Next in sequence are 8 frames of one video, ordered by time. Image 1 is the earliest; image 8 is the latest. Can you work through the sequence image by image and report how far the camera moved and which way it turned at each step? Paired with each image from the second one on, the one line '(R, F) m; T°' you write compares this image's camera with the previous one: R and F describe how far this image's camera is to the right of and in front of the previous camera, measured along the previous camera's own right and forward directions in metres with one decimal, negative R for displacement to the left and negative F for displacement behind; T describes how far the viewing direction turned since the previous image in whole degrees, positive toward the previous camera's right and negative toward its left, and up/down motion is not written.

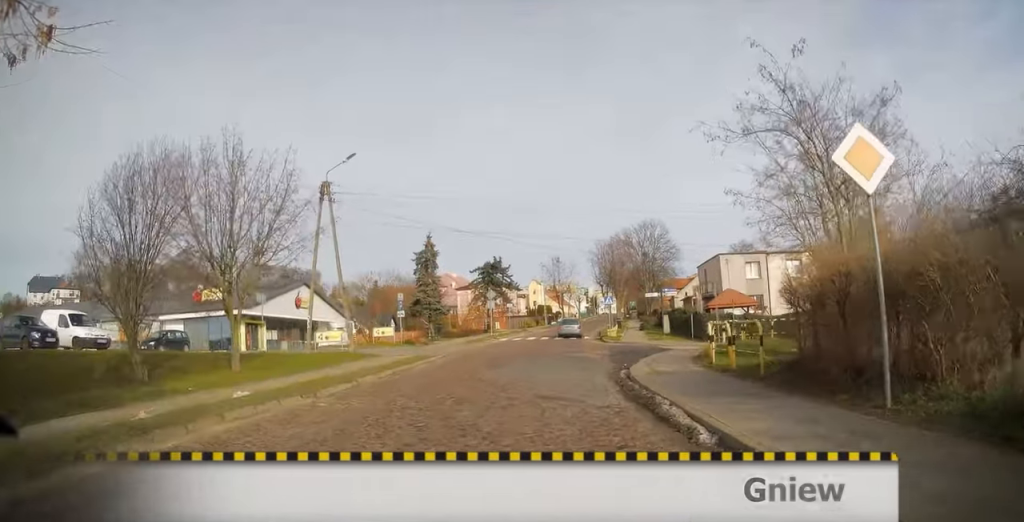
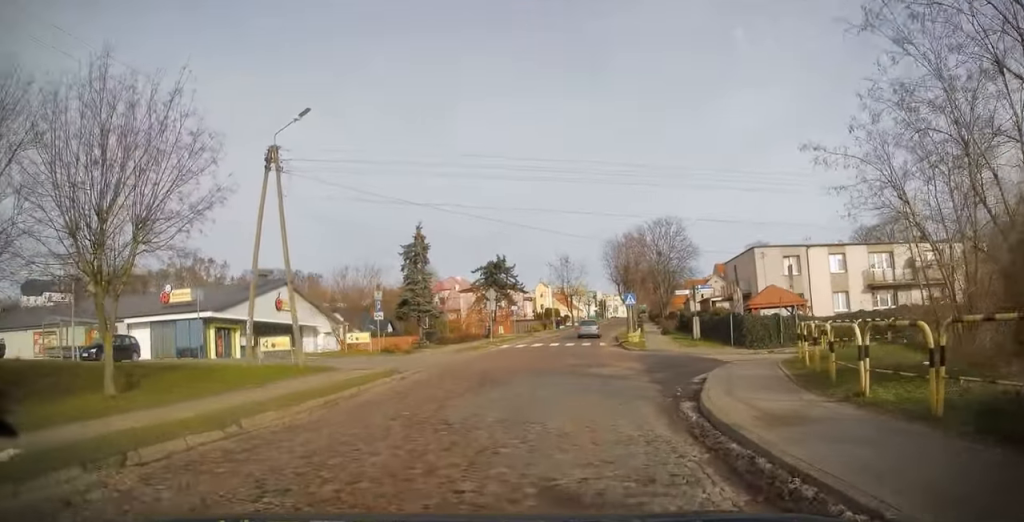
(0.0, +6.7) m; 0°
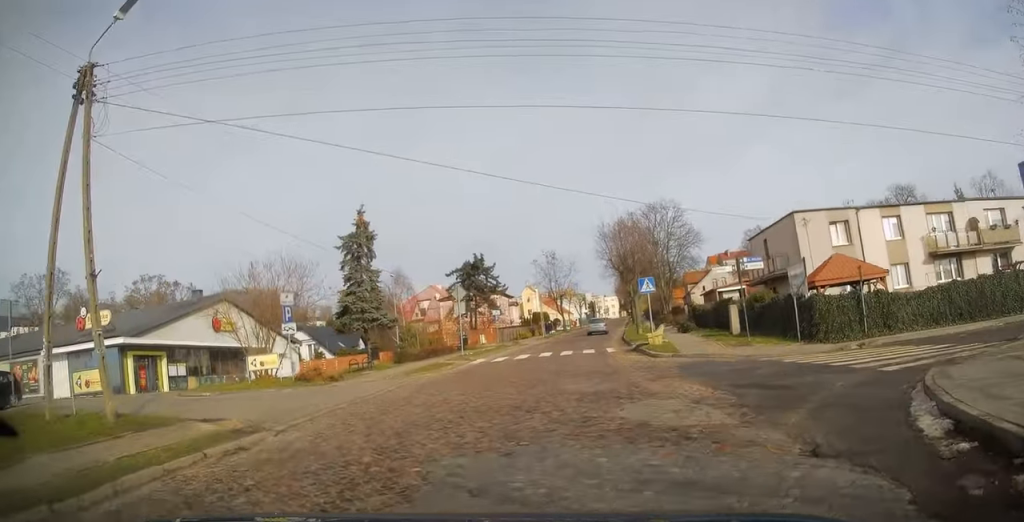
(0.0, +10.0) m; 0°
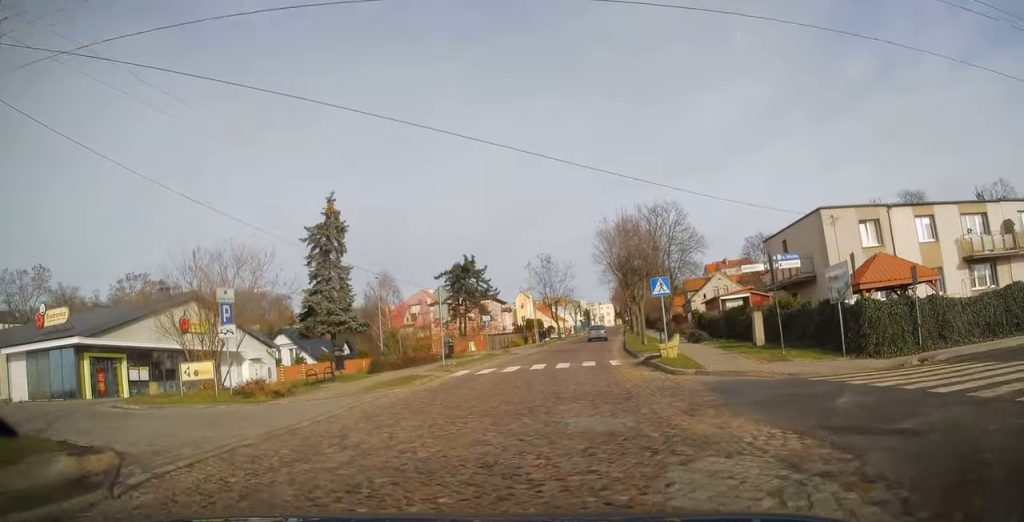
(0.0, +4.1) m; 0°
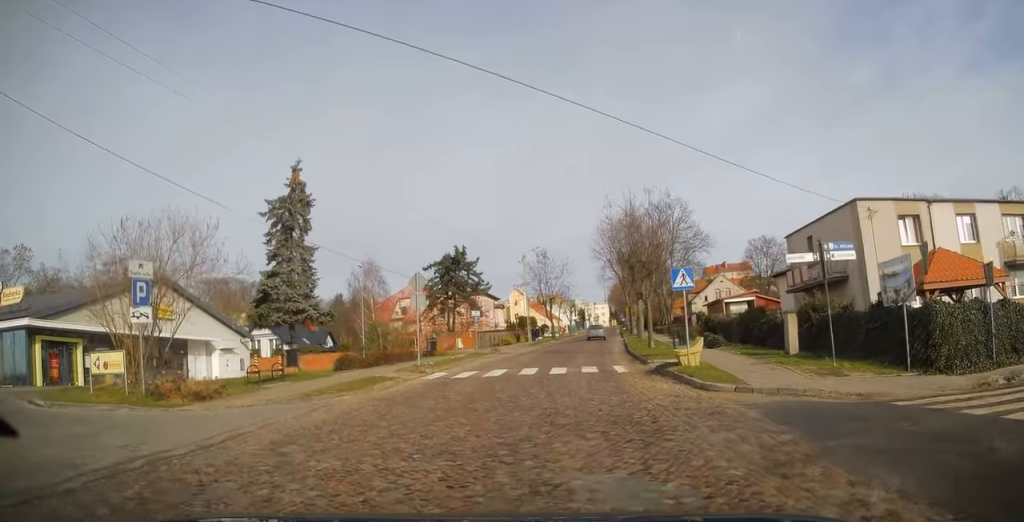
(0.0, +4.1) m; 0°
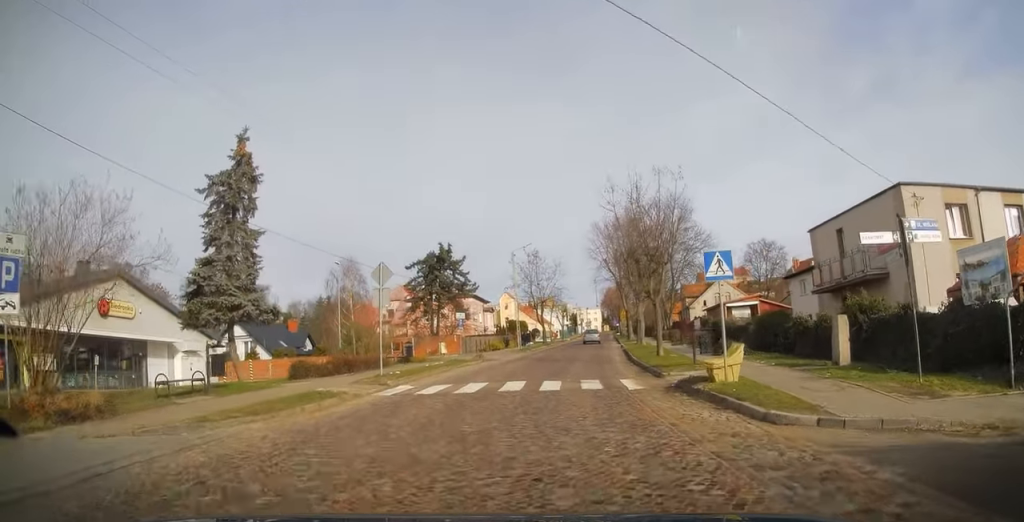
(0.0, +4.3) m; +1°
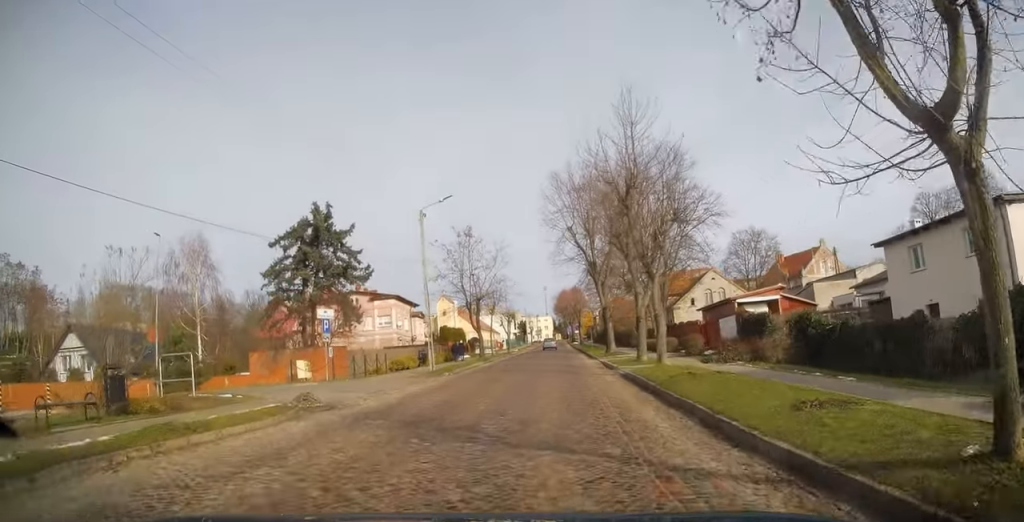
(+0.7, +20.4) m; +5°
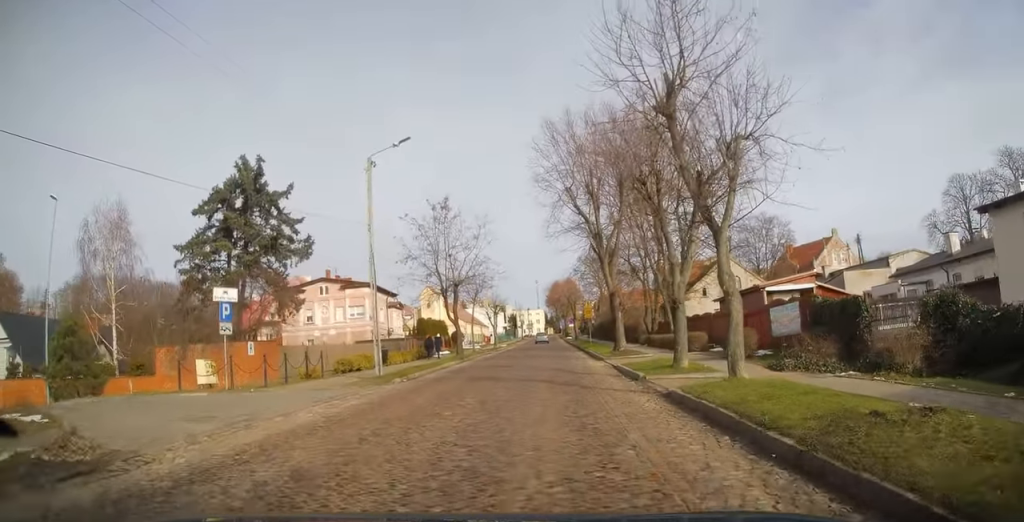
(+0.3, +8.3) m; +2°
